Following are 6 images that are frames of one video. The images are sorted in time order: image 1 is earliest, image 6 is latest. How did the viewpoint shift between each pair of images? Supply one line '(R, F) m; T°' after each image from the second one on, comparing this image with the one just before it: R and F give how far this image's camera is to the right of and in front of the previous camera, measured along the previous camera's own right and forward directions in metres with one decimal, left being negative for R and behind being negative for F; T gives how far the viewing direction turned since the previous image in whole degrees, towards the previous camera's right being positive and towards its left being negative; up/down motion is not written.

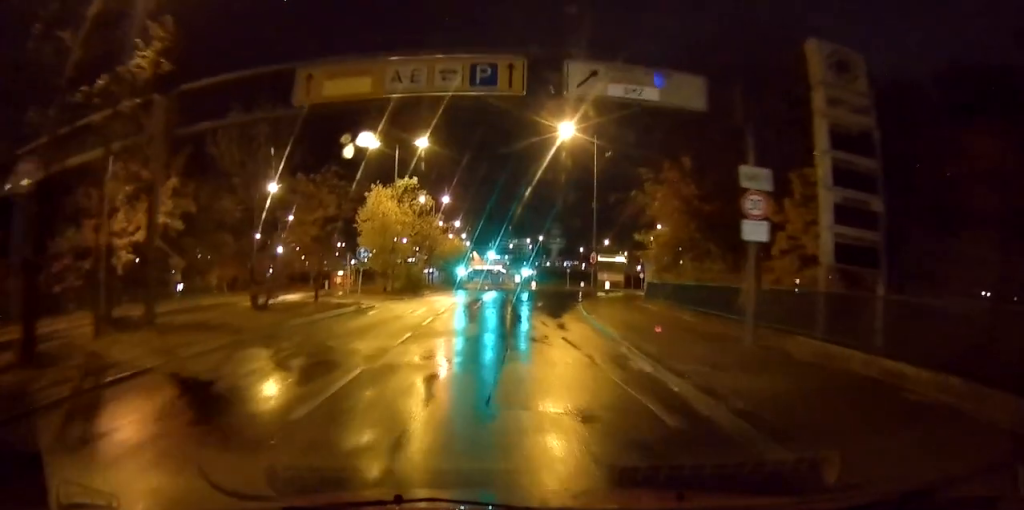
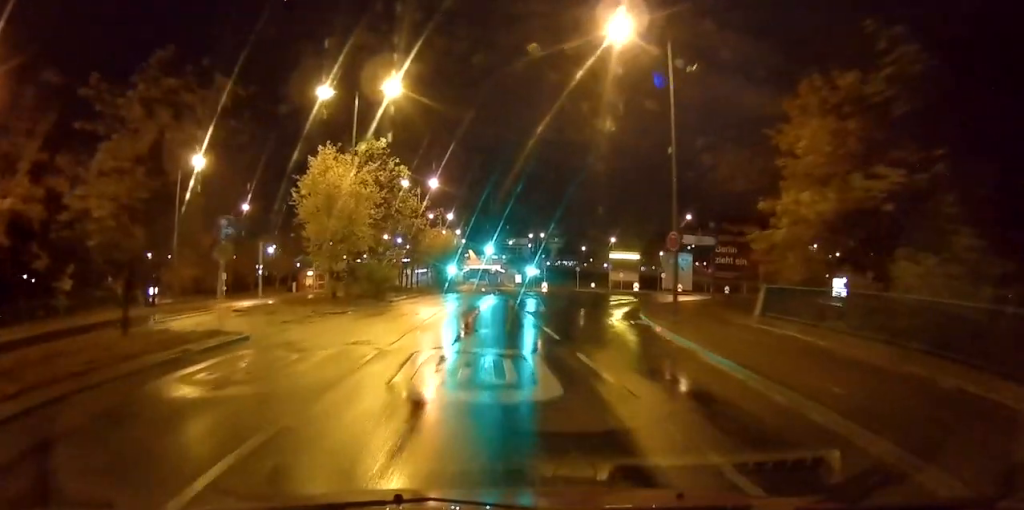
(-0.5, +15.5) m; -2°
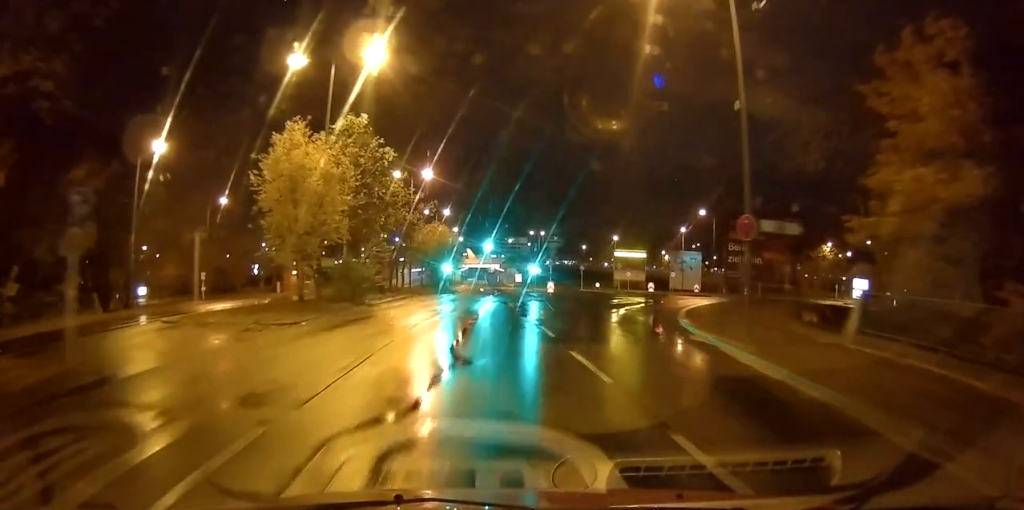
(-0.2, +5.5) m; +1°
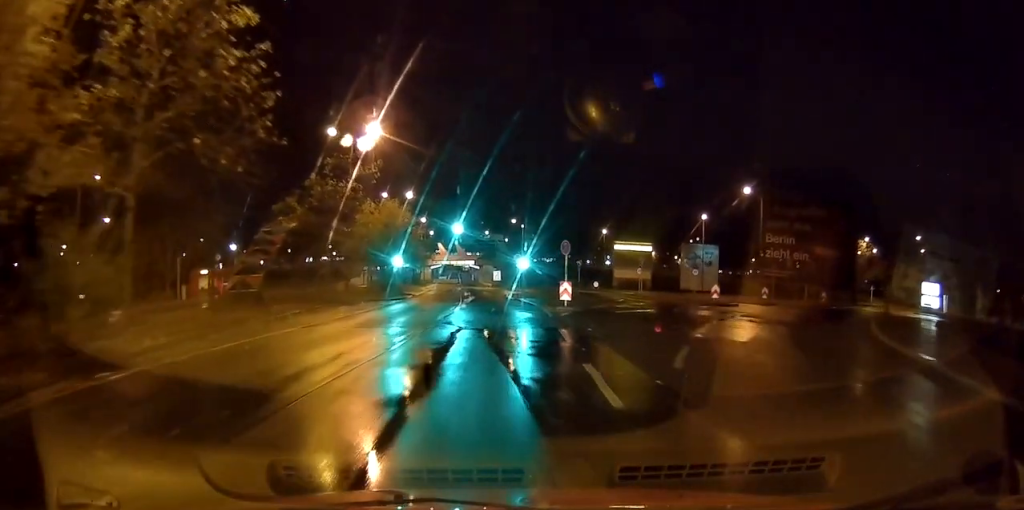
(+0.6, +20.0) m; +2°
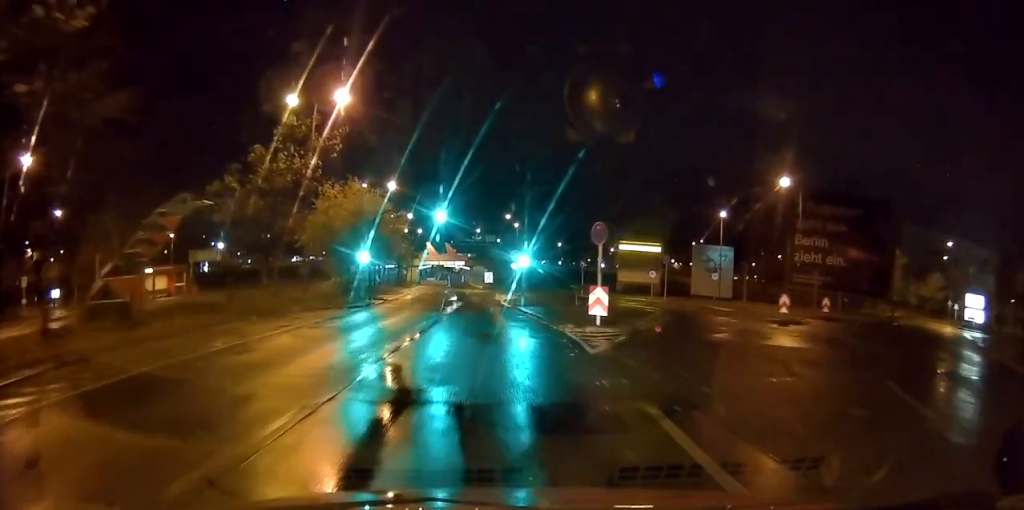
(+0.1, +9.0) m; +1°
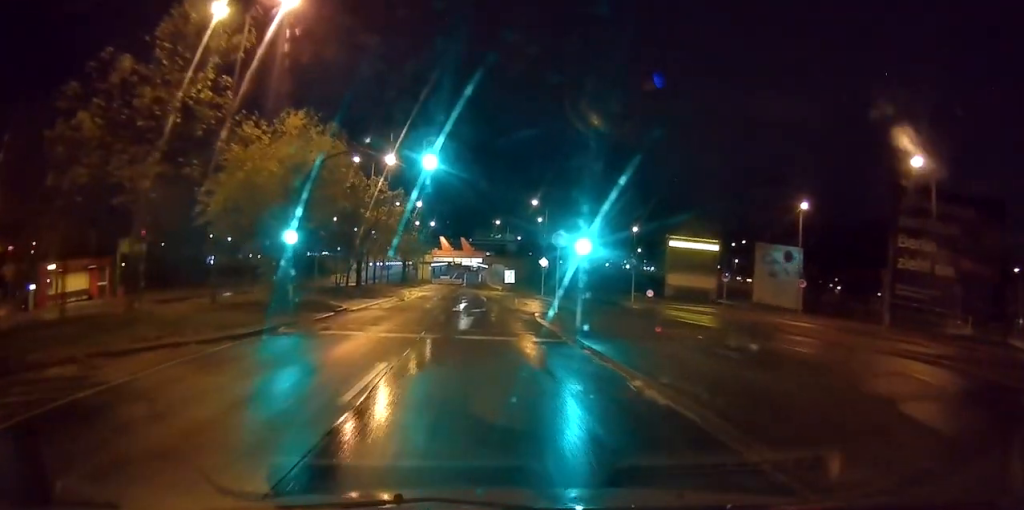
(+0.1, +15.2) m; 0°
